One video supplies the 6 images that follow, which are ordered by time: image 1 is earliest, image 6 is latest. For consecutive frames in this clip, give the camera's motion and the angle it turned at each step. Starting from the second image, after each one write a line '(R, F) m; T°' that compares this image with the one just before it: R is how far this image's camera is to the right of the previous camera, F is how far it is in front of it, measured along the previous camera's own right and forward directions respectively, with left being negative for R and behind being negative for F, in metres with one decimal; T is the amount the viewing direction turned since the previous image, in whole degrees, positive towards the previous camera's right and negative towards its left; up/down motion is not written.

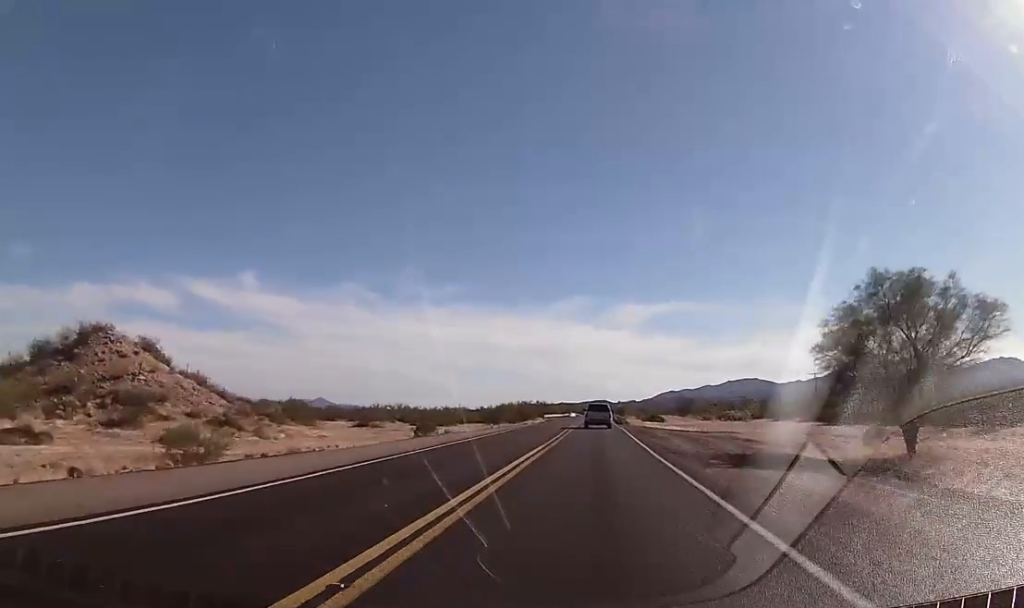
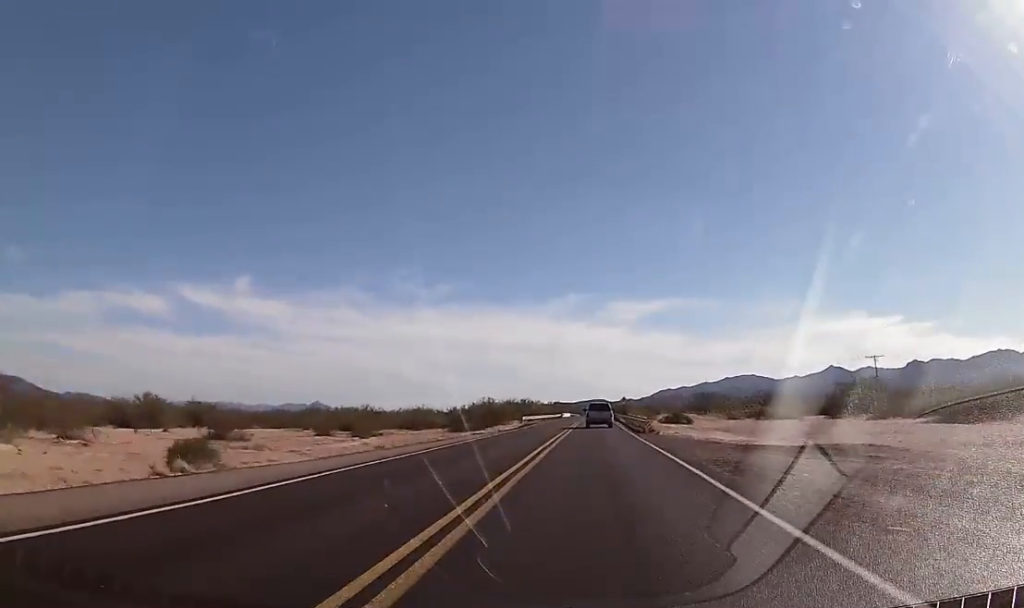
(0.0, +34.8) m; -1°
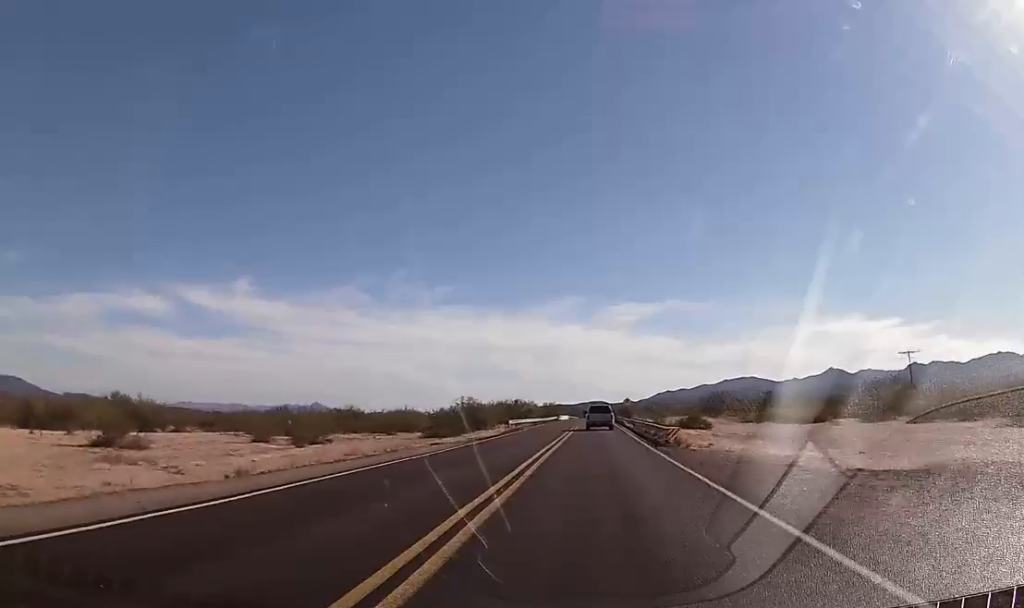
(-0.1, +13.5) m; 0°
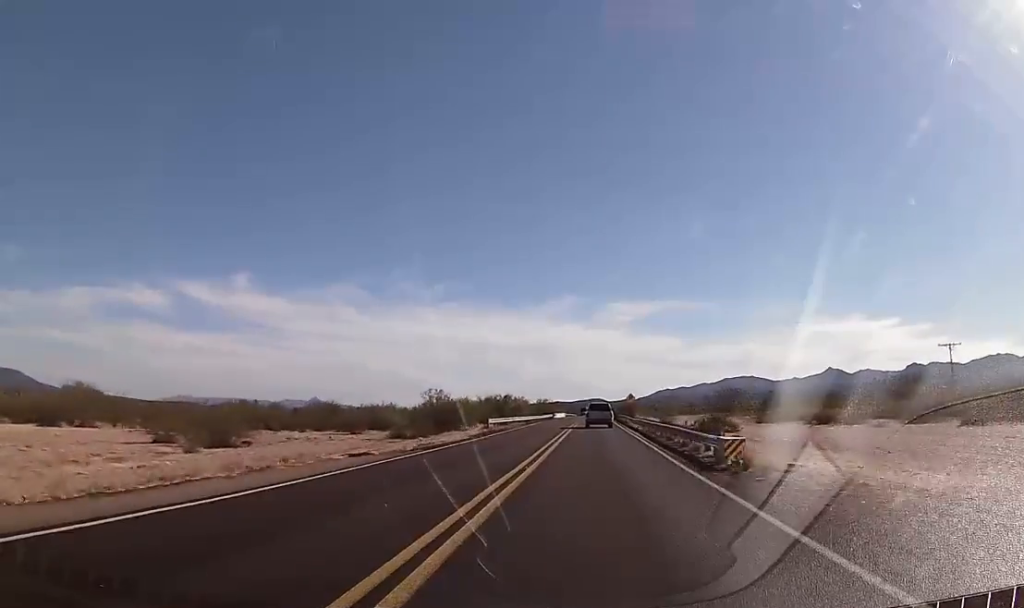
(-0.3, +13.4) m; 0°
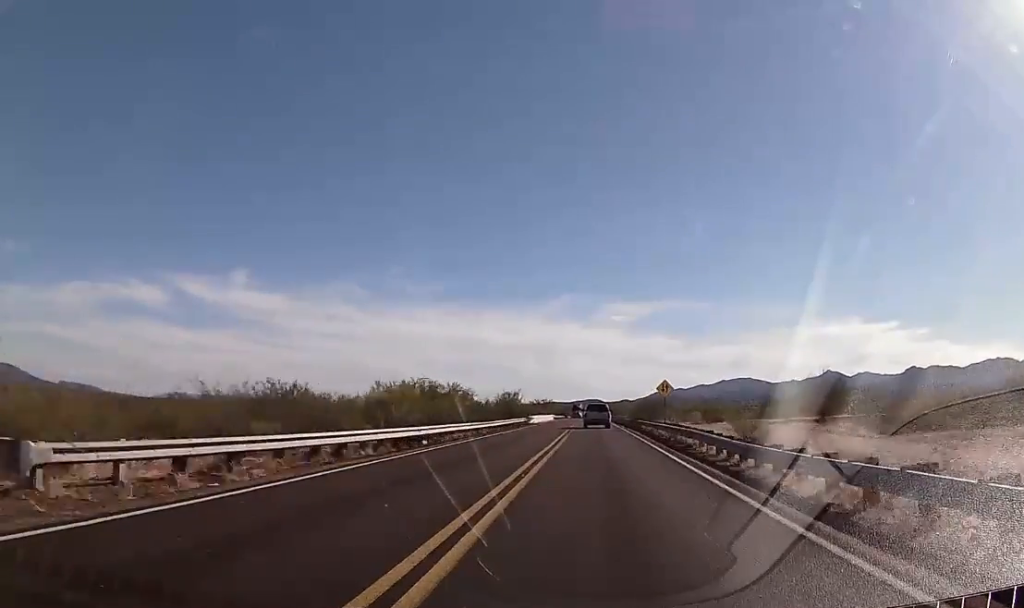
(+0.8, +49.0) m; +1°
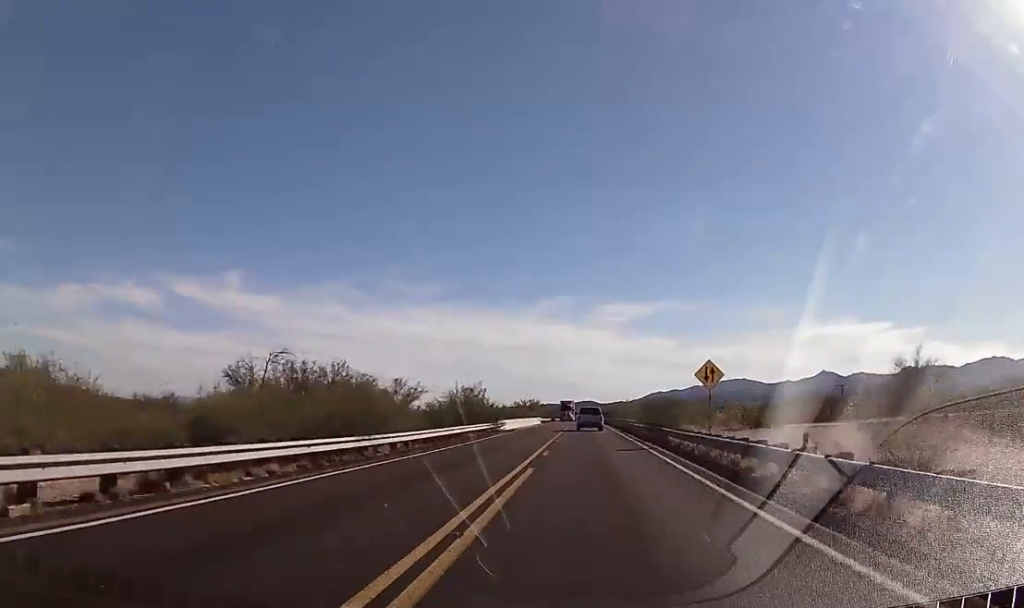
(-0.2, +22.3) m; 0°
